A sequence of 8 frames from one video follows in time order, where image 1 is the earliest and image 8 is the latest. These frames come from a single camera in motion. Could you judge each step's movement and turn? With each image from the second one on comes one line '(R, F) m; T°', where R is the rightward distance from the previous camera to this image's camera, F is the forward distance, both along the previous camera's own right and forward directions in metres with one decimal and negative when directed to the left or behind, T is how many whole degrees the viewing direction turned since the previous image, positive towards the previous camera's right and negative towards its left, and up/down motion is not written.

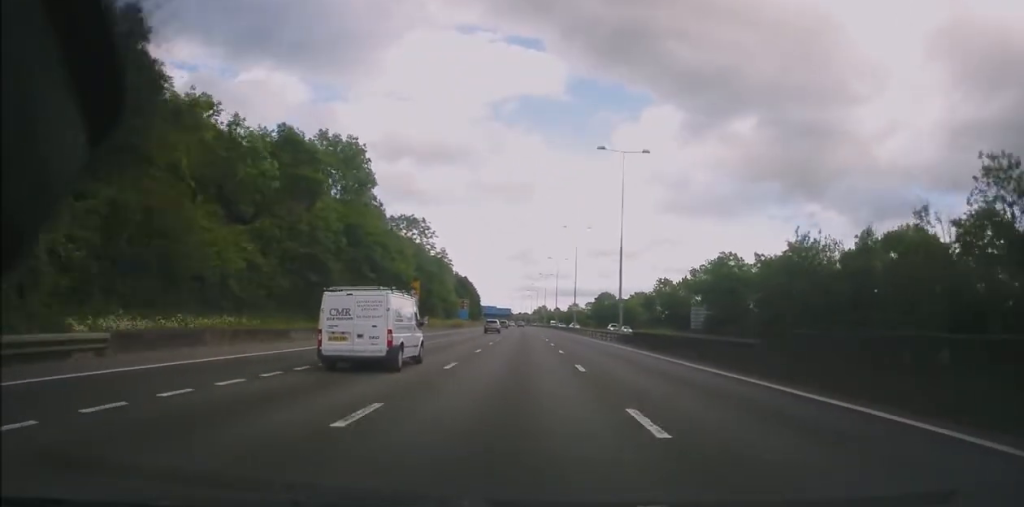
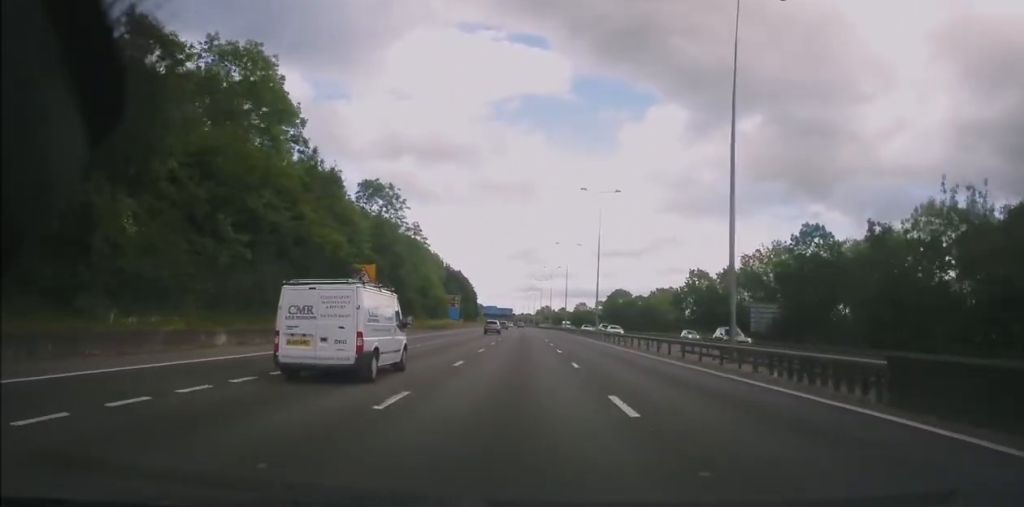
(0.0, +25.8) m; 0°
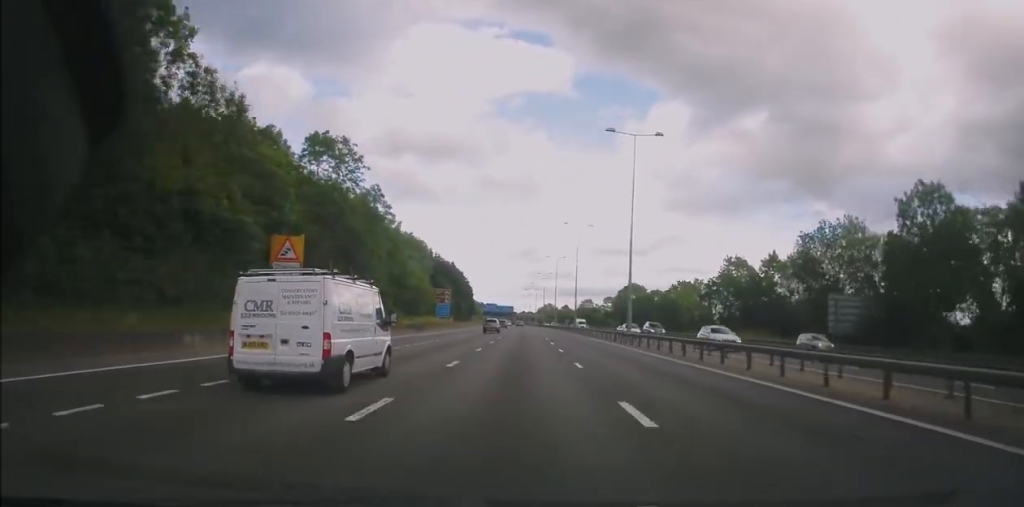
(0.0, +19.5) m; 0°
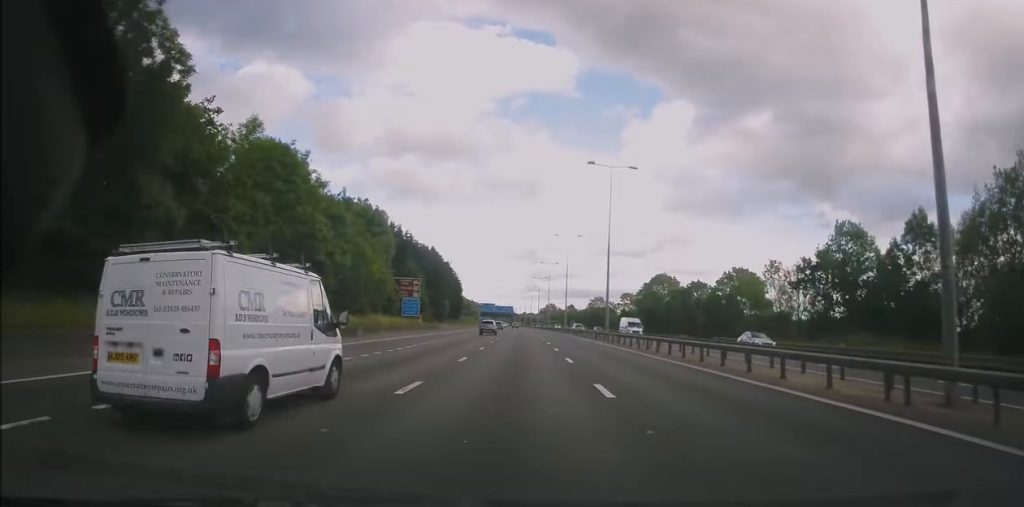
(0.0, +33.7) m; -1°
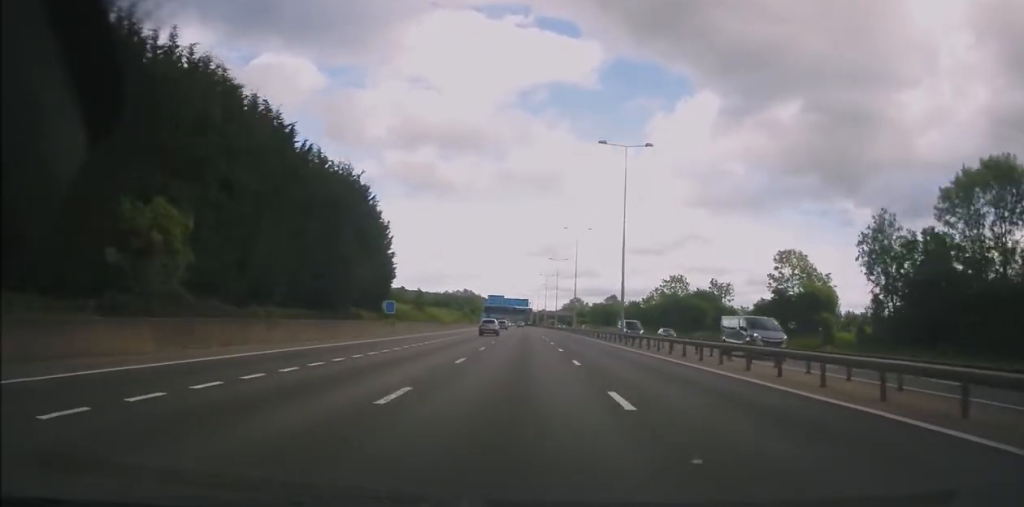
(-0.6, +93.0) m; -1°
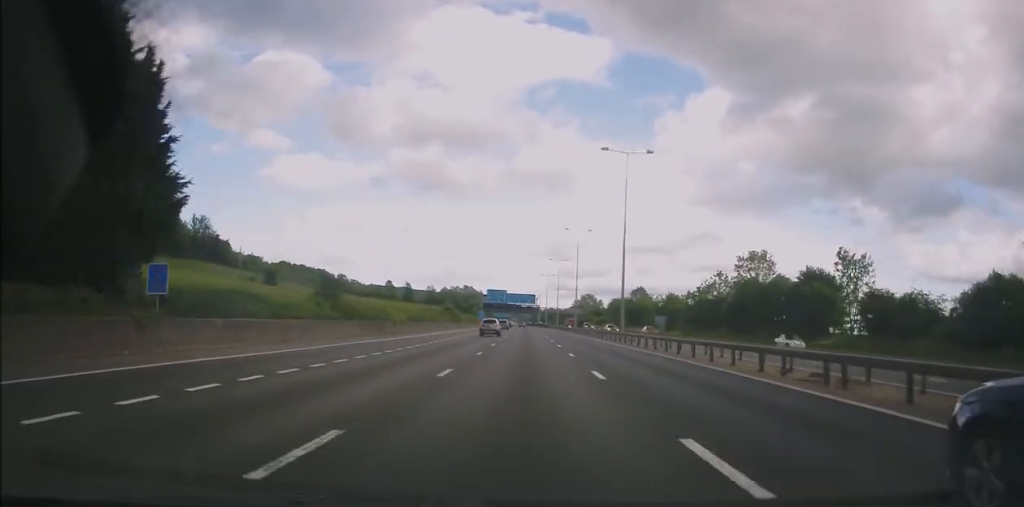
(-0.8, +41.2) m; -1°
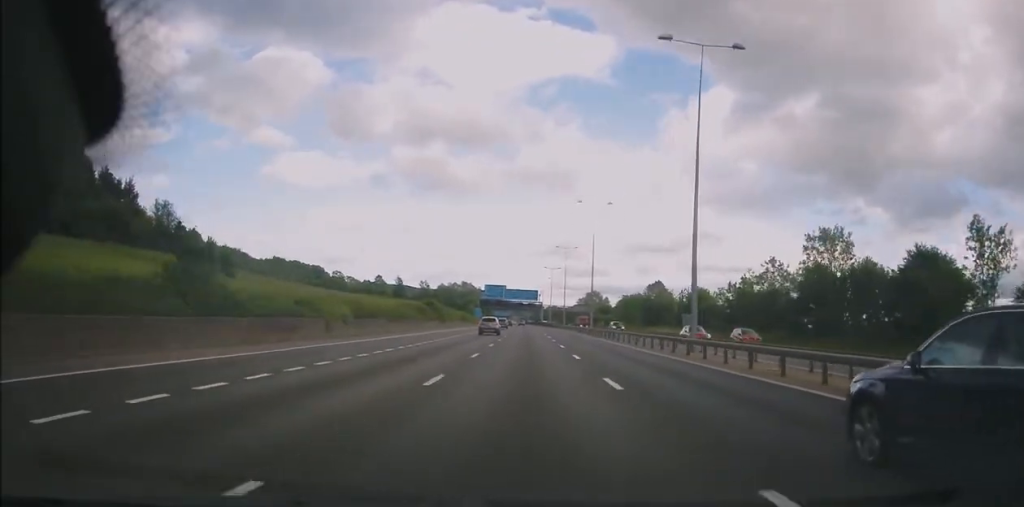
(+0.1, +20.4) m; 0°
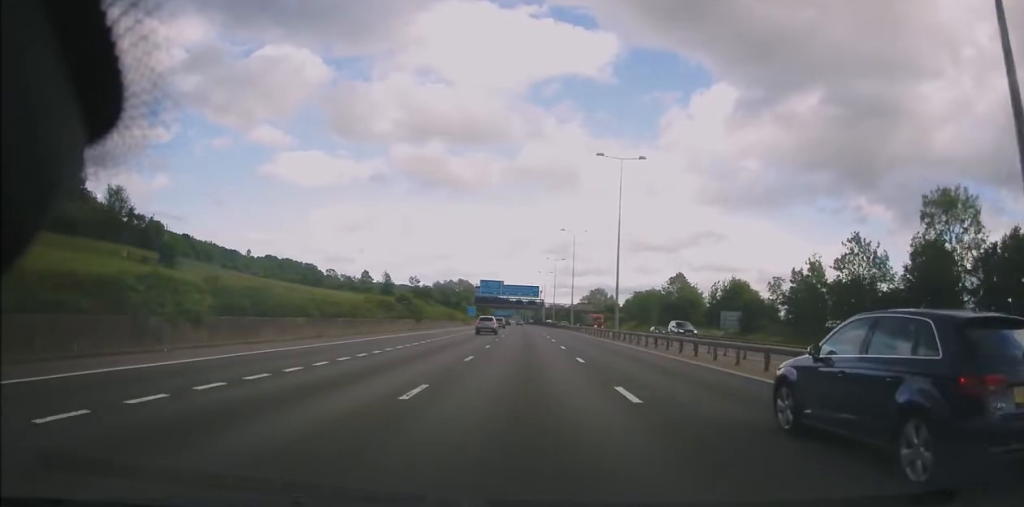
(+0.2, +20.4) m; 0°
